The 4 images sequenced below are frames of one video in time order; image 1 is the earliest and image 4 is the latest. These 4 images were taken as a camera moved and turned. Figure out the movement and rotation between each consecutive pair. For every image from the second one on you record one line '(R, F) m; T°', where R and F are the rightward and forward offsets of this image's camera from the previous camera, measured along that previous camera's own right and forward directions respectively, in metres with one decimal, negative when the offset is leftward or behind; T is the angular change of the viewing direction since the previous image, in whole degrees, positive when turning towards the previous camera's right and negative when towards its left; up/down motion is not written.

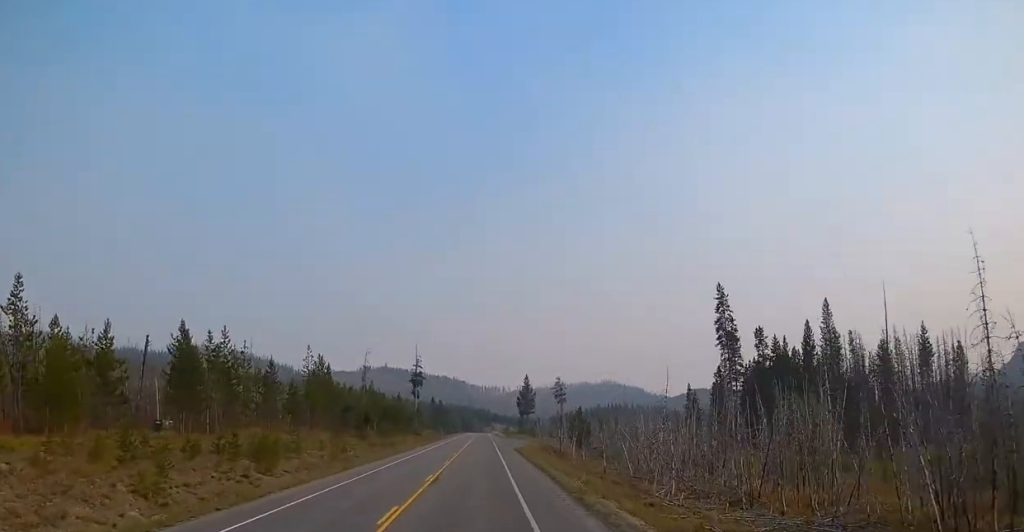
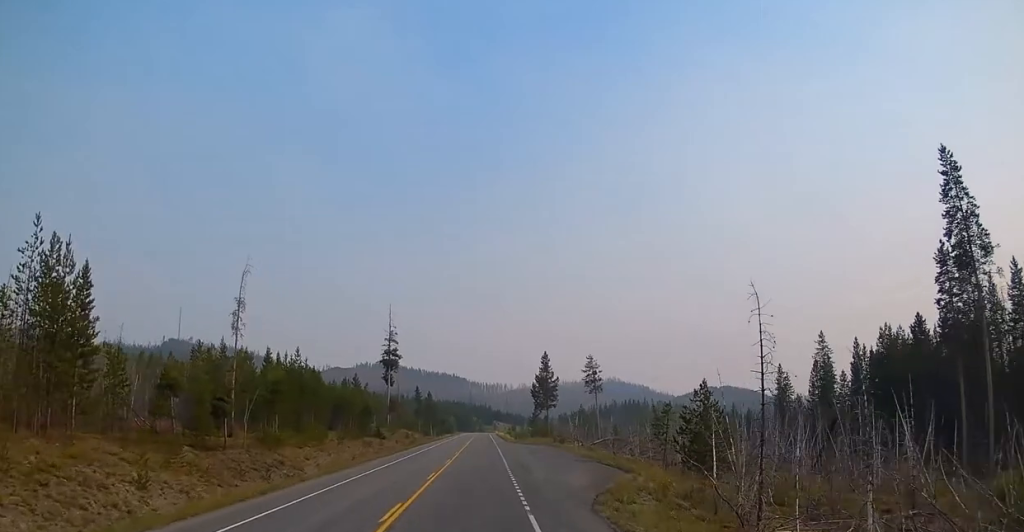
(-0.3, +48.9) m; 0°
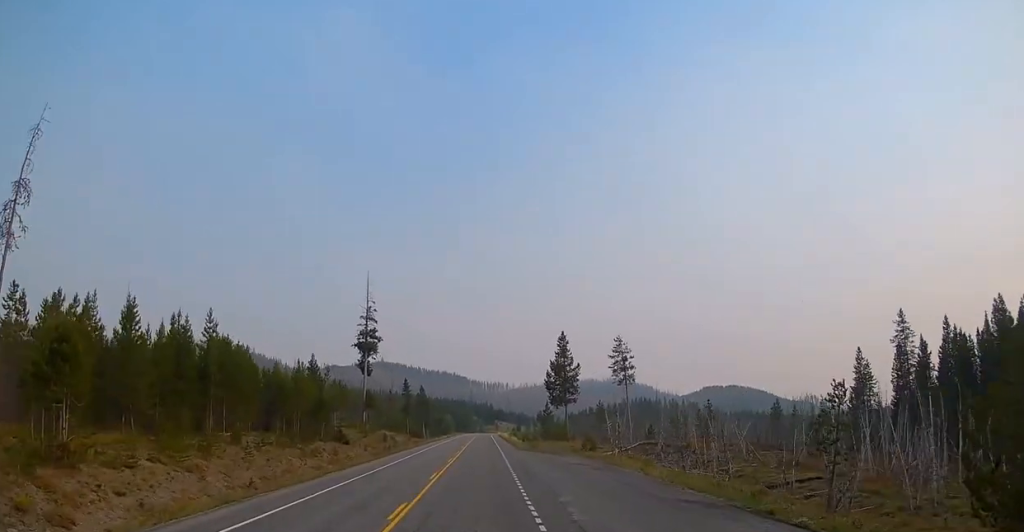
(0.0, +24.2) m; 0°
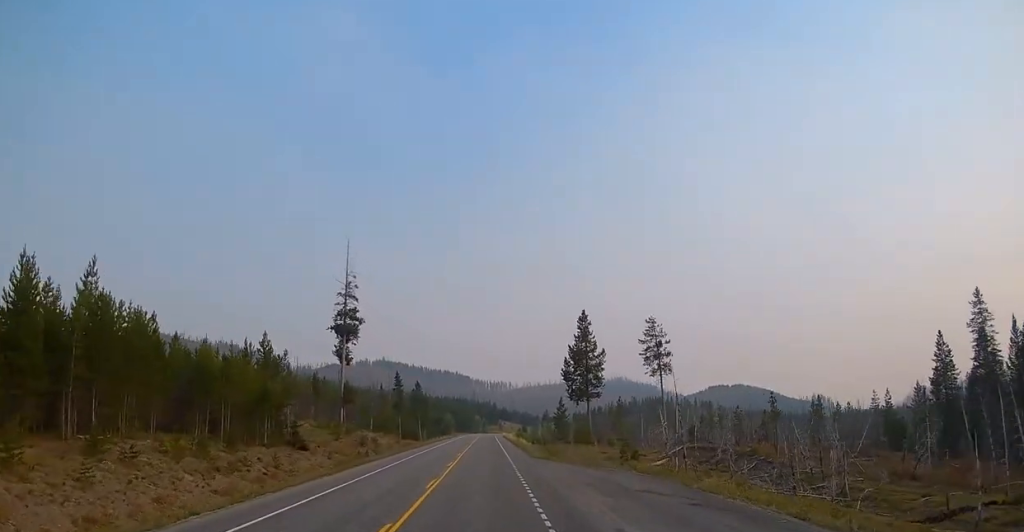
(0.0, +16.0) m; 0°
